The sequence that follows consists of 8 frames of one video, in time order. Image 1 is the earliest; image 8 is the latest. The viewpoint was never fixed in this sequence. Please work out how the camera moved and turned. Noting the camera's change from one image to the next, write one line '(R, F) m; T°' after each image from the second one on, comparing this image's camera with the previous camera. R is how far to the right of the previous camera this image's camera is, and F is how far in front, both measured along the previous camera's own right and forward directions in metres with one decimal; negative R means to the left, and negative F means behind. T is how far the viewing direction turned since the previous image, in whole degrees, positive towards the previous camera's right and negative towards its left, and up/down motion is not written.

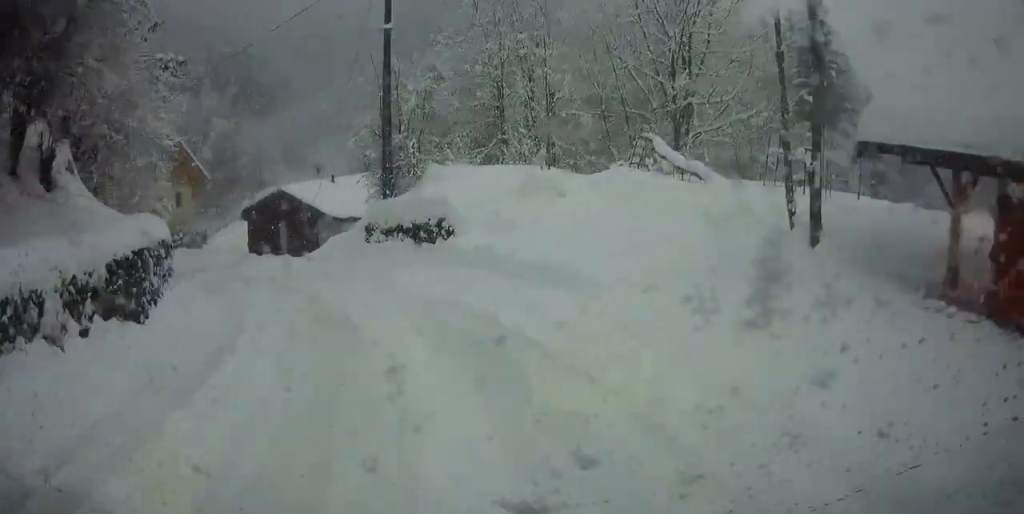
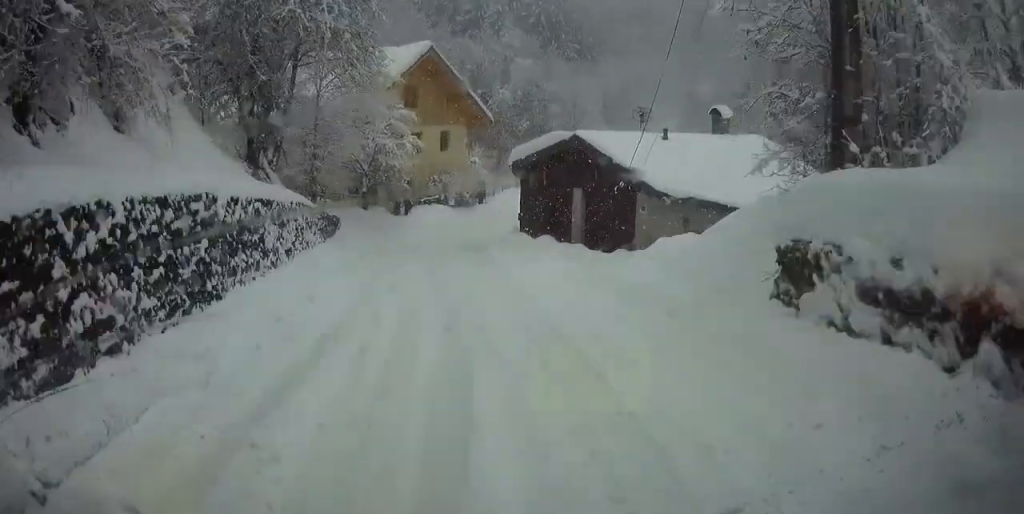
(-3.3, +16.1) m; -10°
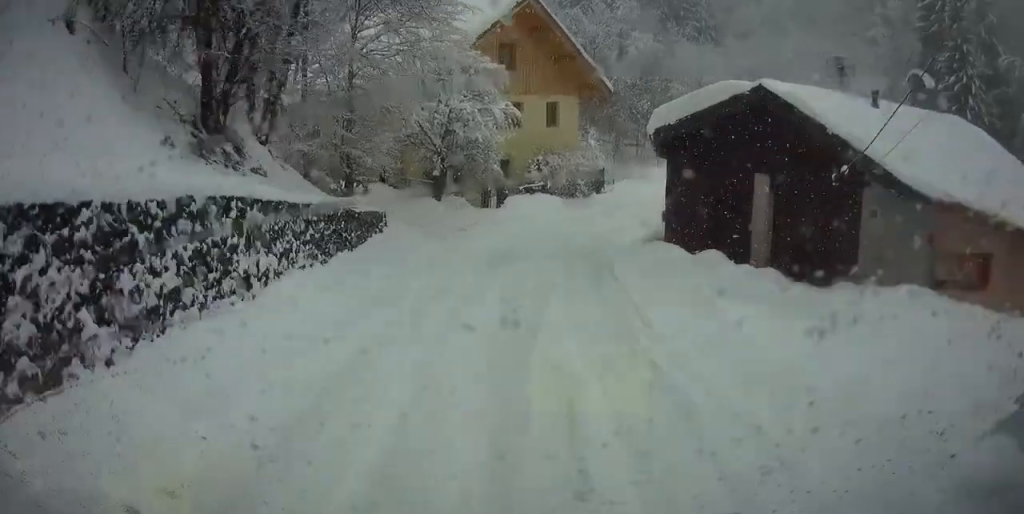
(+0.2, +10.8) m; +3°
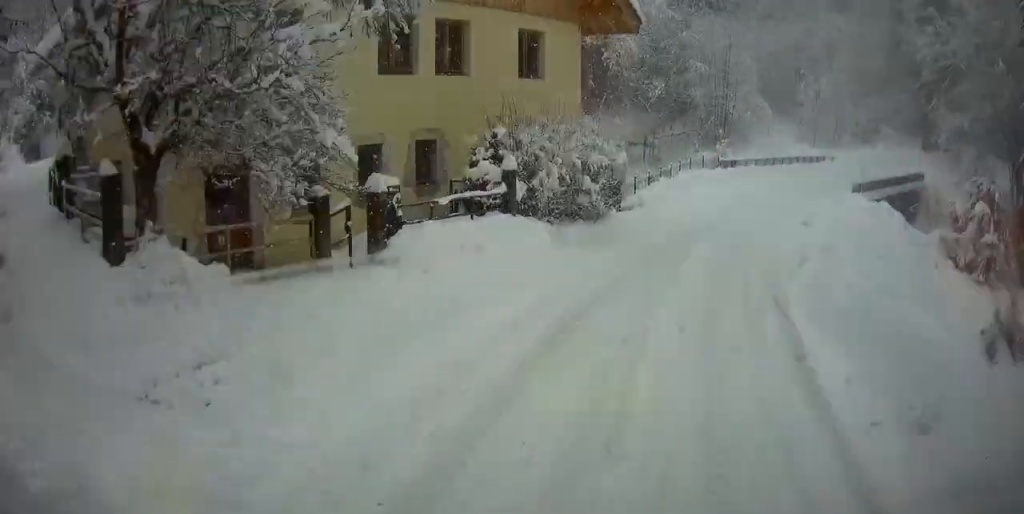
(+0.5, +19.1) m; +9°
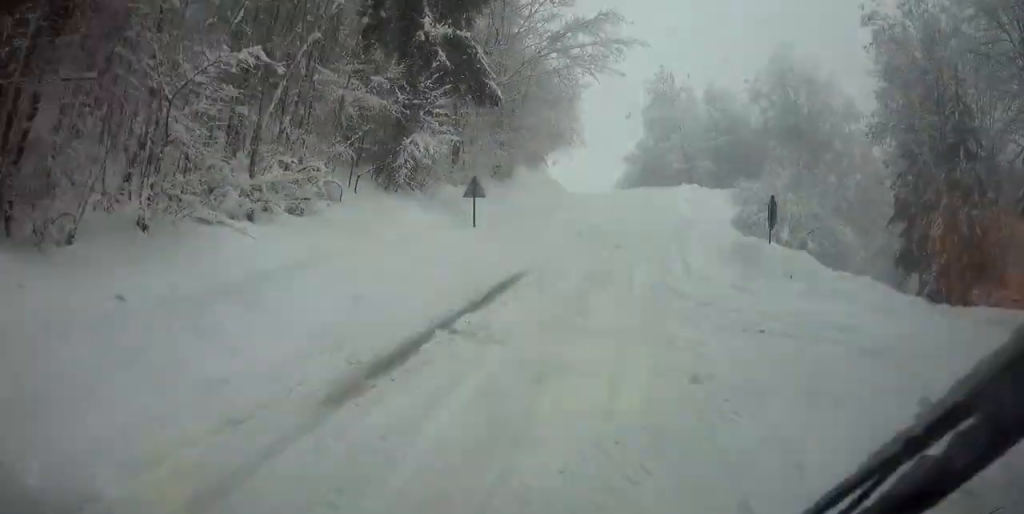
(+39.4, +51.6) m; +84°
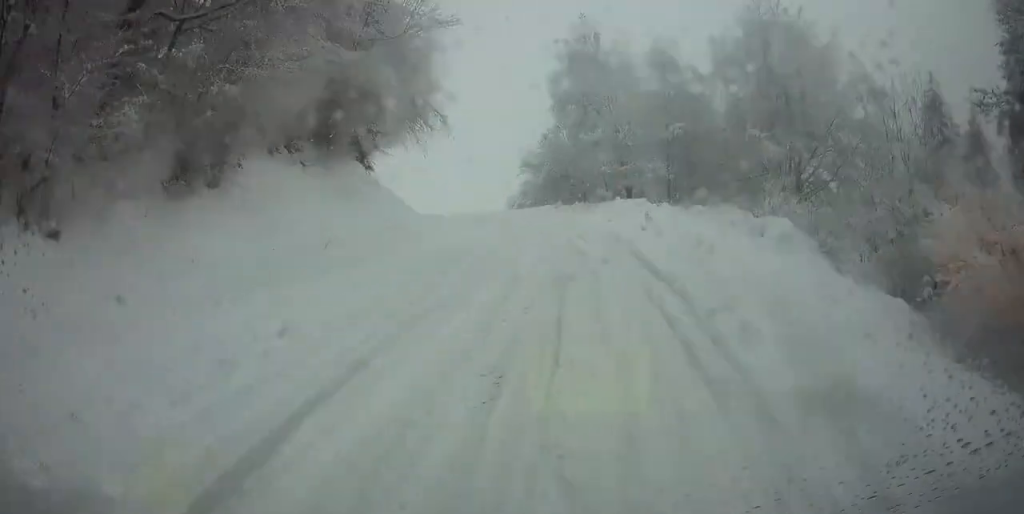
(+5.2, +22.6) m; +7°
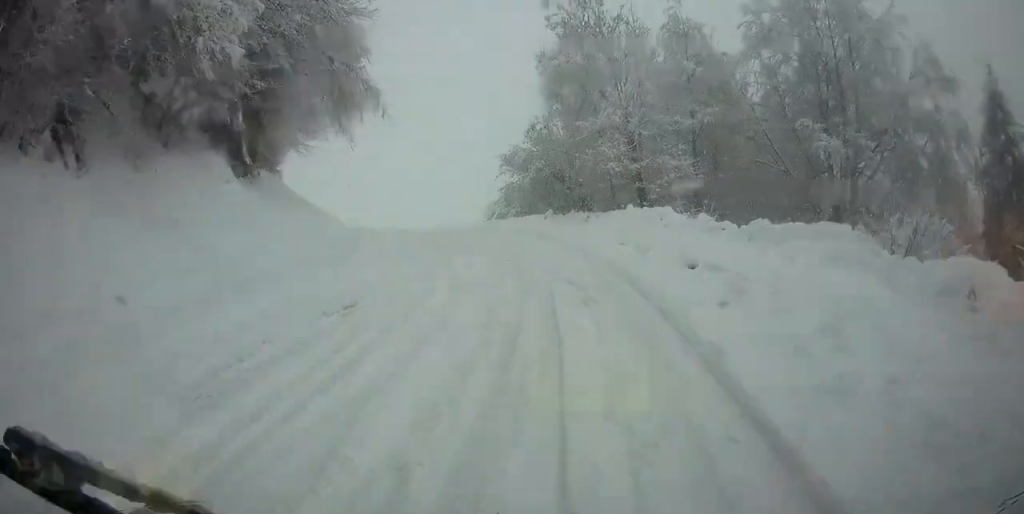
(-0.8, +9.4) m; -5°
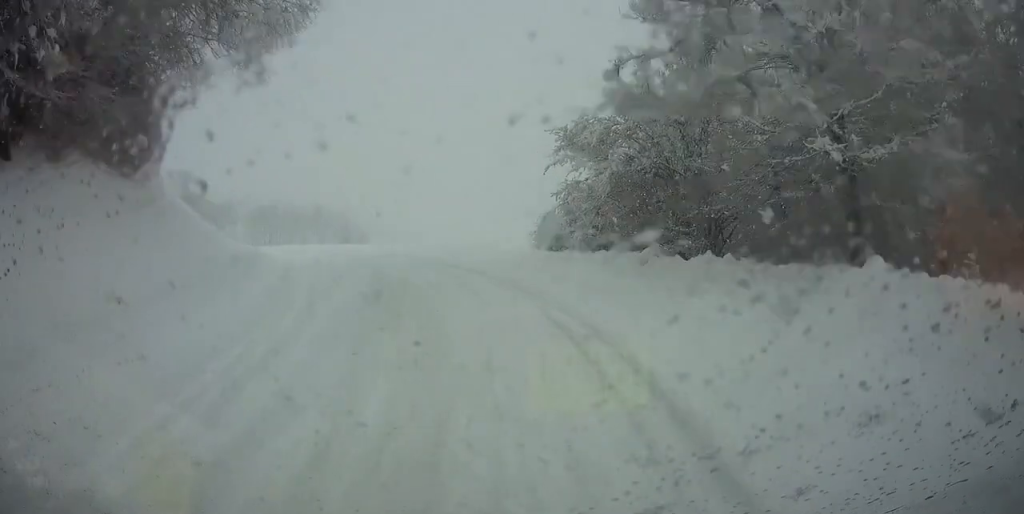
(-2.3, +22.6) m; -19°
